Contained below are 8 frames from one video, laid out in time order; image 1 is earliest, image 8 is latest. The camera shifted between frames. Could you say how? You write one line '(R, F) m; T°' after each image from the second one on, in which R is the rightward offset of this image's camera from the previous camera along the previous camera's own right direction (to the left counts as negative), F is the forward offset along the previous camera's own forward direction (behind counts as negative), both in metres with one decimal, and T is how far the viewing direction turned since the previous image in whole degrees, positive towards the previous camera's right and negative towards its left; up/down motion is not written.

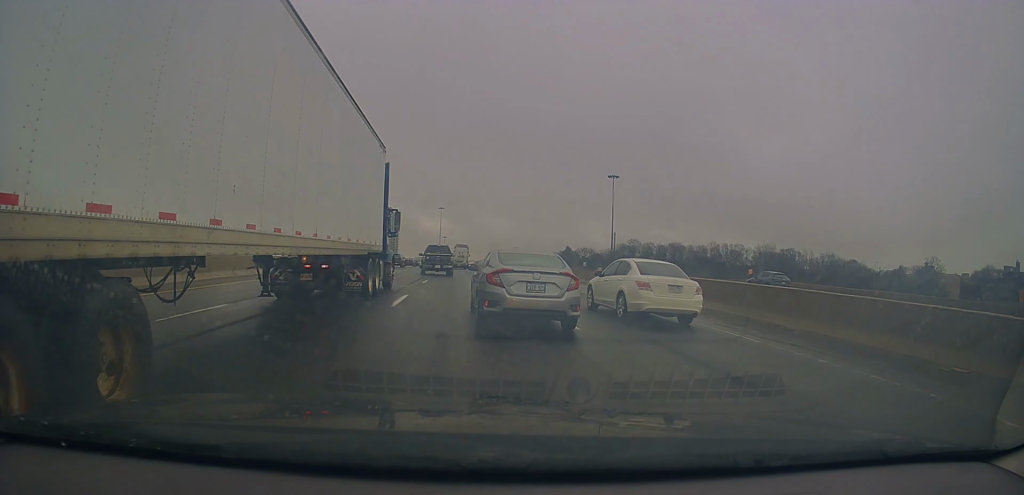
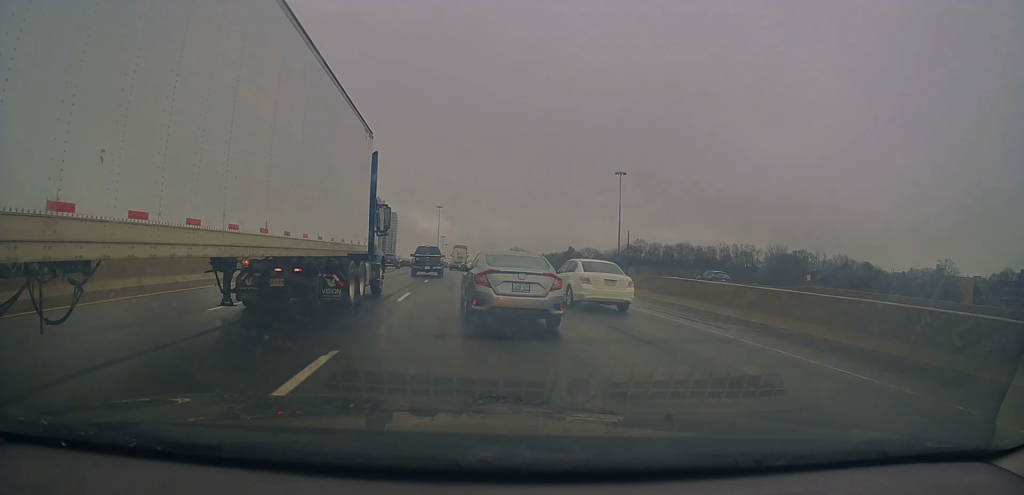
(-0.2, +9.8) m; +1°
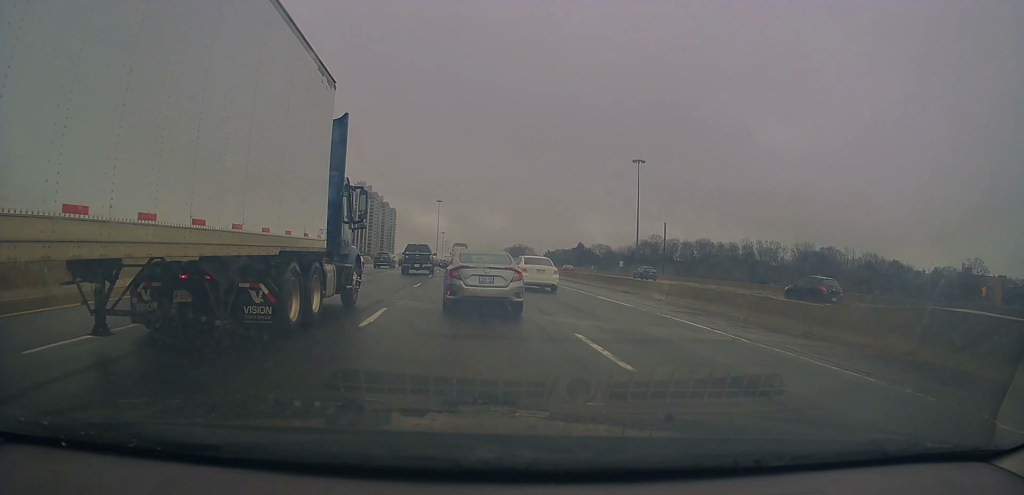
(+0.5, +18.0) m; 0°
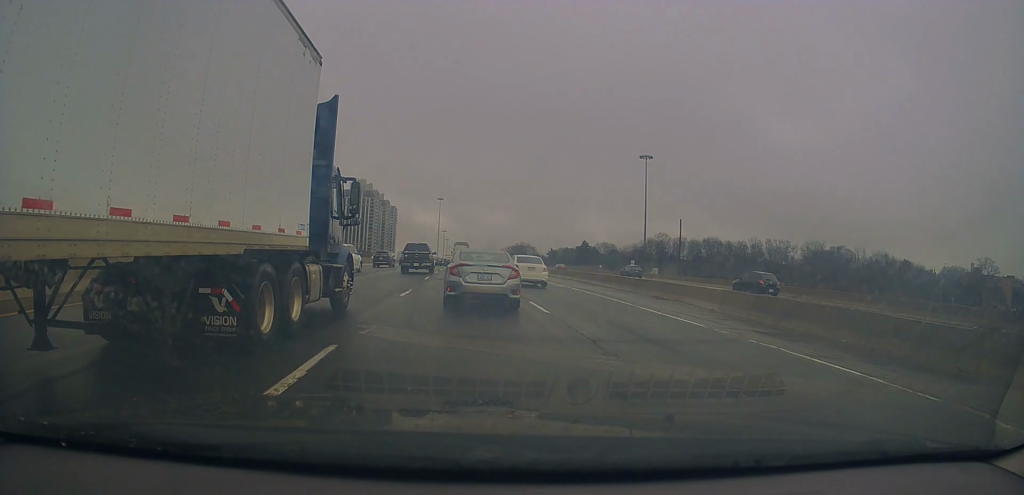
(-0.1, +5.5) m; -2°
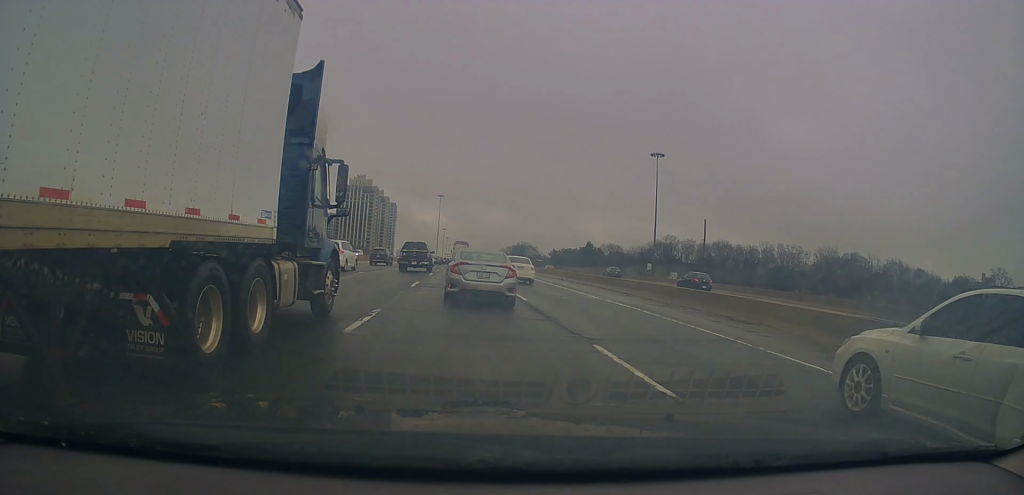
(-0.2, +8.0) m; +1°
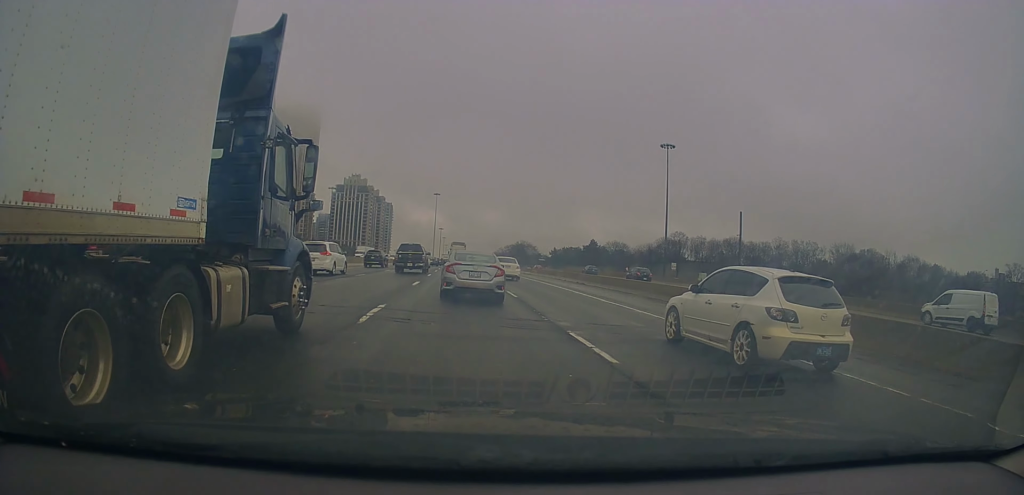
(+0.4, +10.6) m; +1°
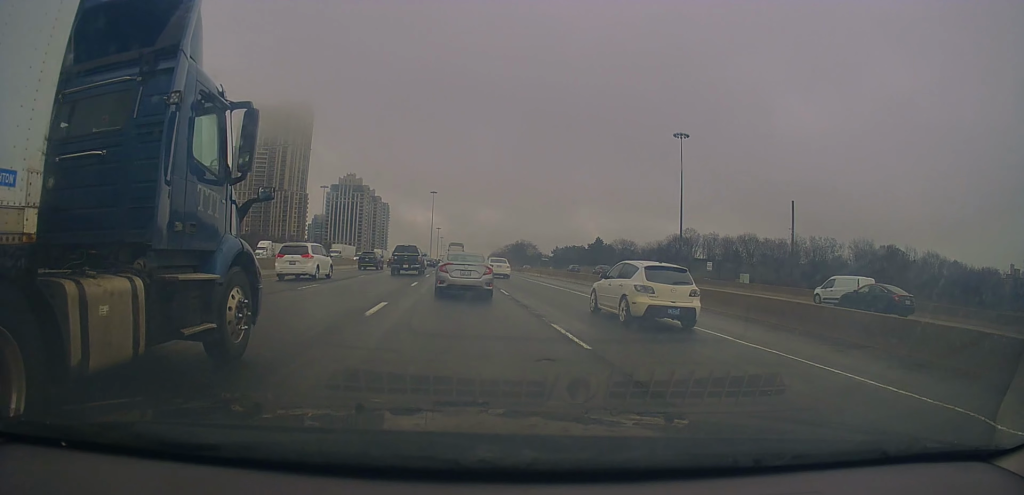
(-0.1, +10.6) m; -2°
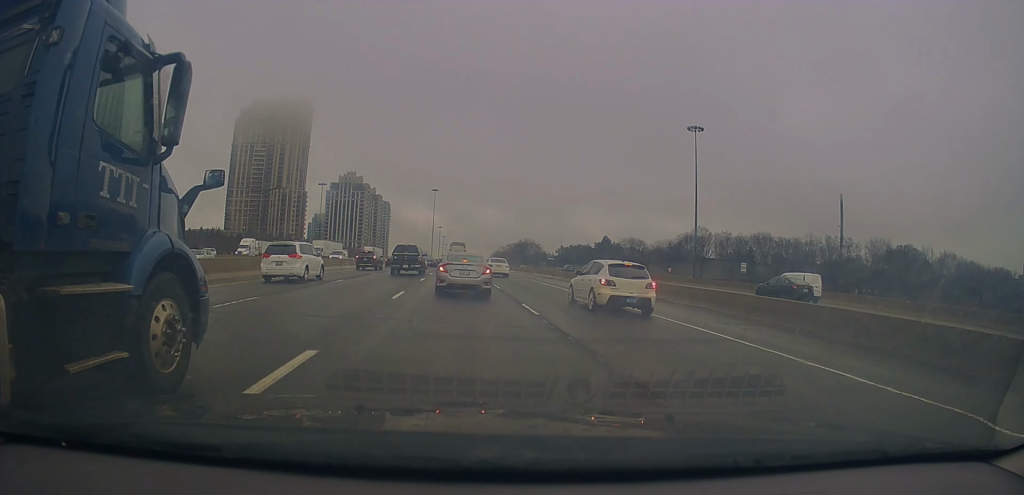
(-0.2, +6.9) m; -2°
